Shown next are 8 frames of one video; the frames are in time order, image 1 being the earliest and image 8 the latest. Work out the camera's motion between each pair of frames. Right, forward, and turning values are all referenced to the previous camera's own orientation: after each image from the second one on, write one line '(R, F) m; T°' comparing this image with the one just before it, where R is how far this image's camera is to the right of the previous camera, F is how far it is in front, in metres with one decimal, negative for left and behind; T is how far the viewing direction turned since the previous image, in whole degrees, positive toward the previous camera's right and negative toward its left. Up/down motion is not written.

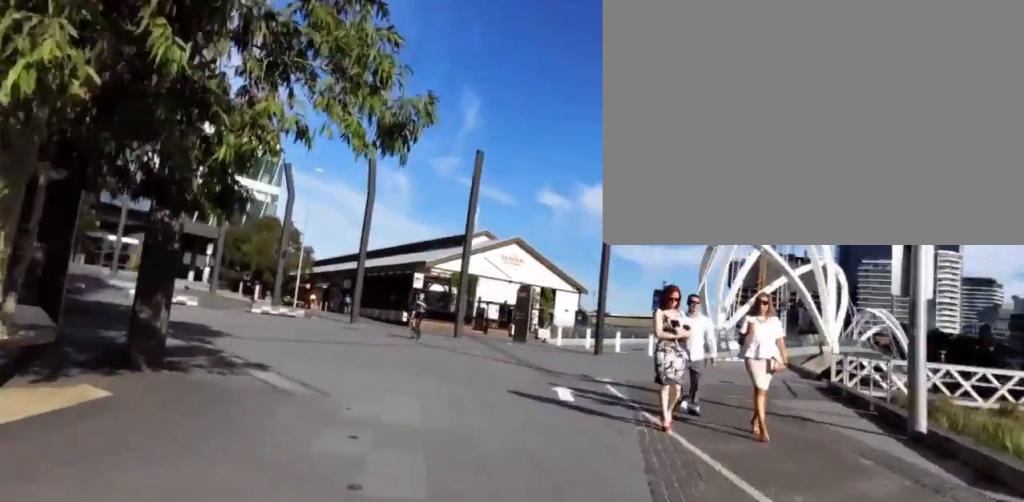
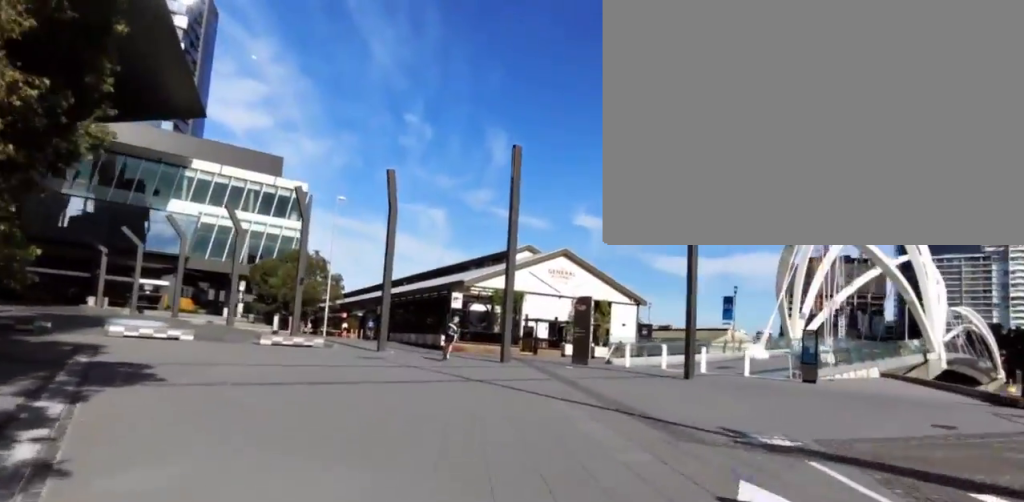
(0.0, +5.8) m; +3°
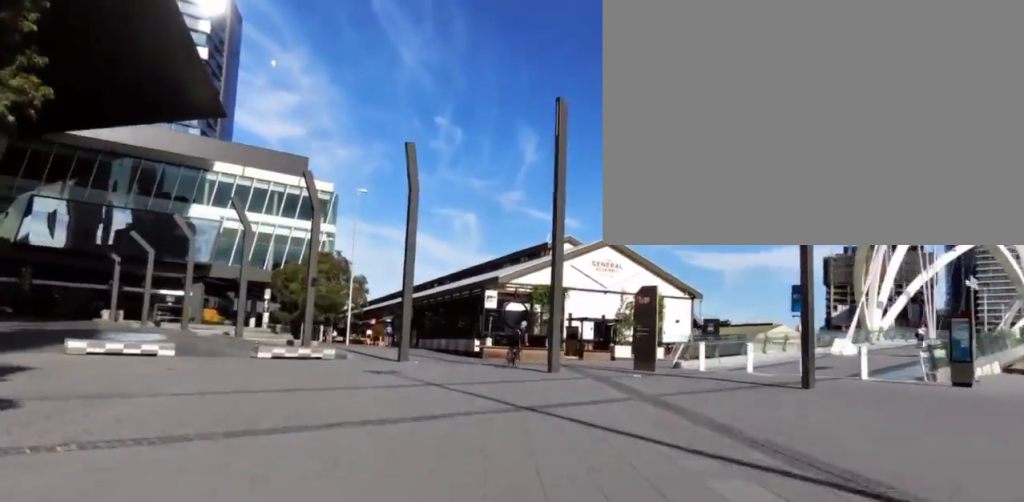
(+0.2, +4.8) m; -6°
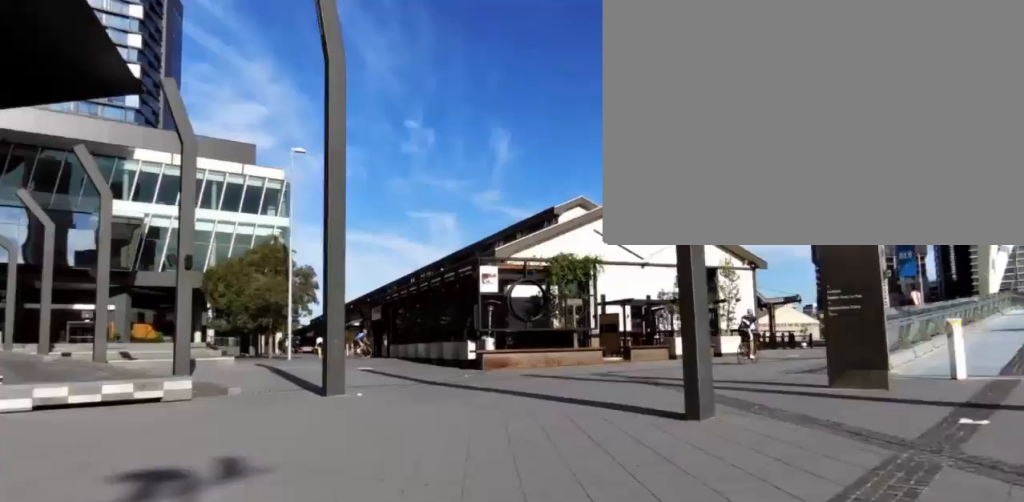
(-1.5, +11.6) m; -6°
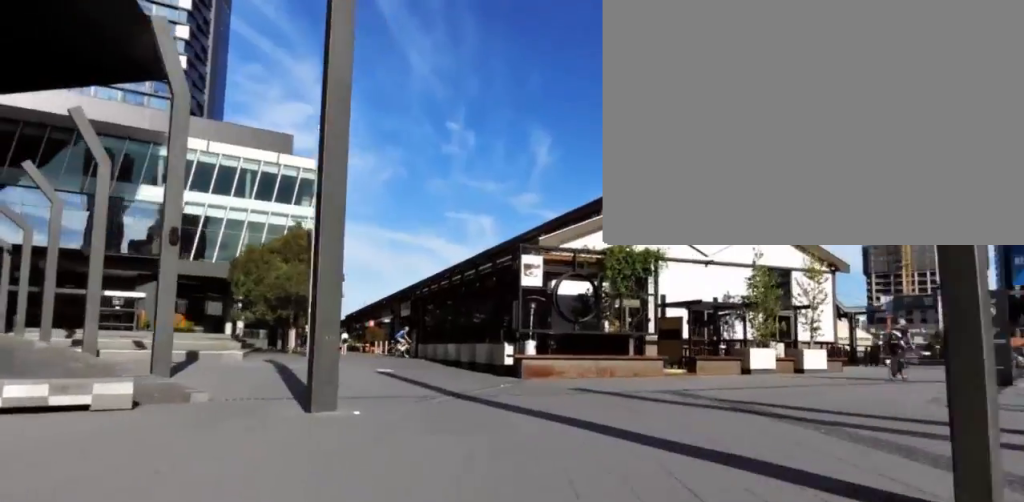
(+0.9, +3.2) m; 0°
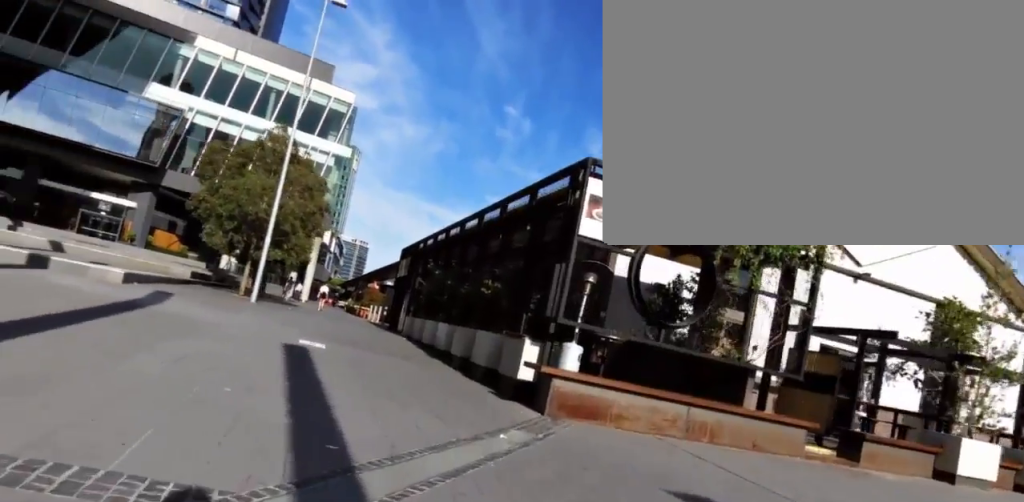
(-1.0, +8.8) m; 0°
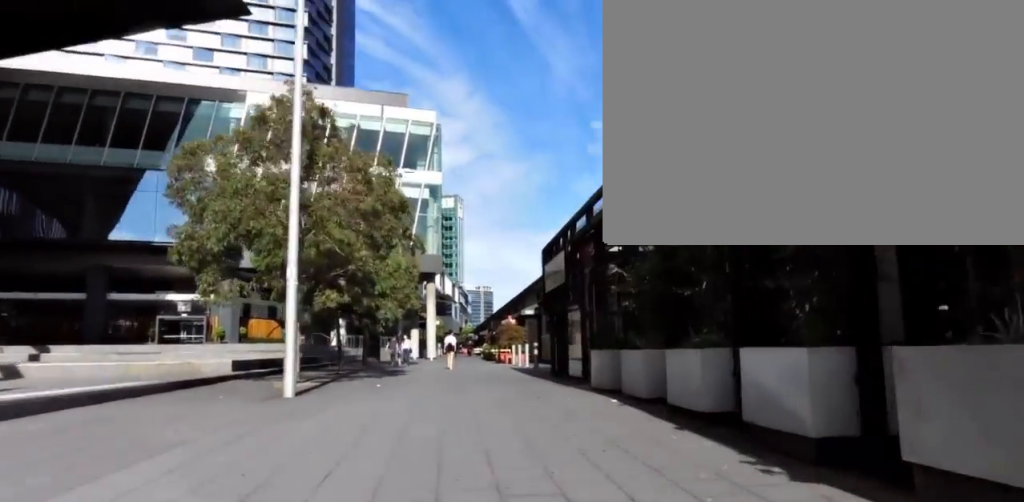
(-0.6, +11.2) m; -14°
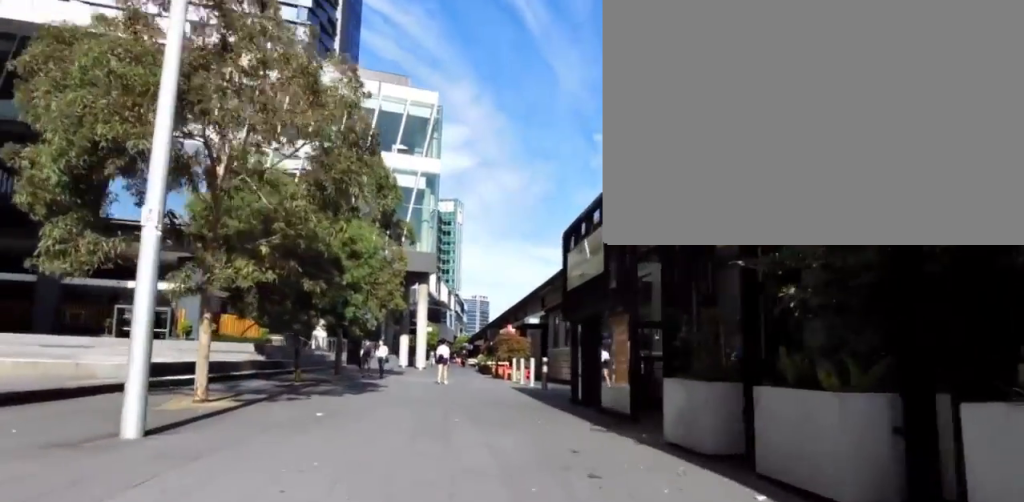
(0.0, +4.7) m; 0°
